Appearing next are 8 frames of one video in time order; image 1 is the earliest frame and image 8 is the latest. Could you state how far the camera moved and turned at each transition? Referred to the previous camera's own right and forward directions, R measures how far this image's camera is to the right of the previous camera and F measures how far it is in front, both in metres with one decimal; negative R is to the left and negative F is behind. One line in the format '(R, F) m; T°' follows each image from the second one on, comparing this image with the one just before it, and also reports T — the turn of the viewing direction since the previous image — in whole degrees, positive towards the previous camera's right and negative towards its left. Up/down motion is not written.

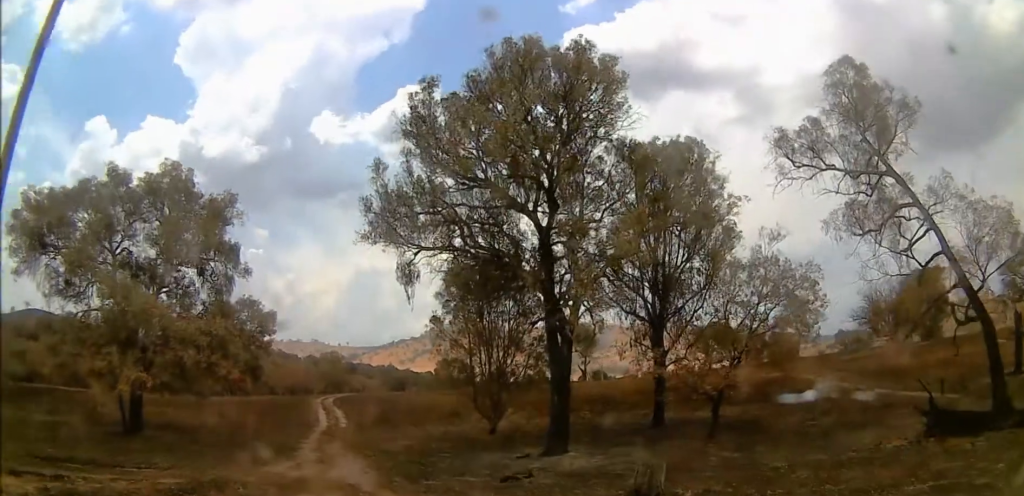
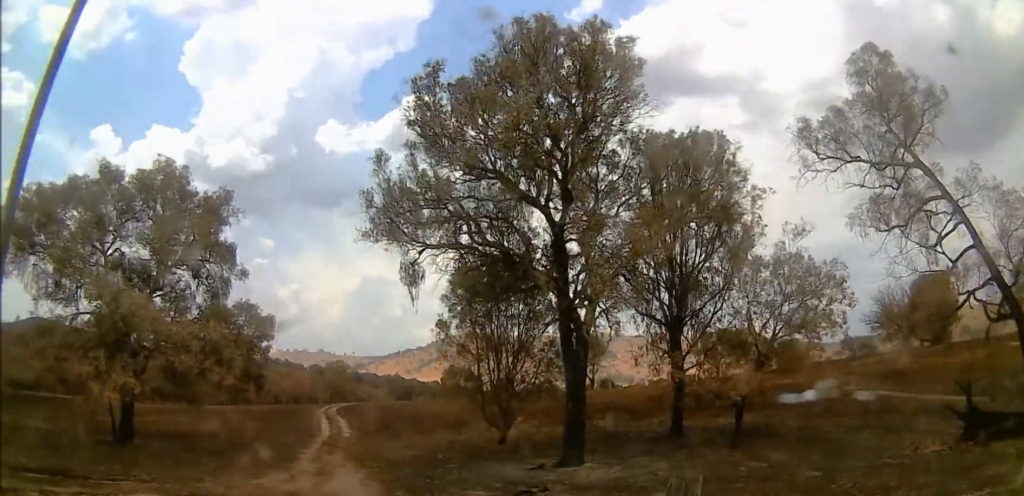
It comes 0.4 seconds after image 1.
(0.0, +2.0) m; 0°
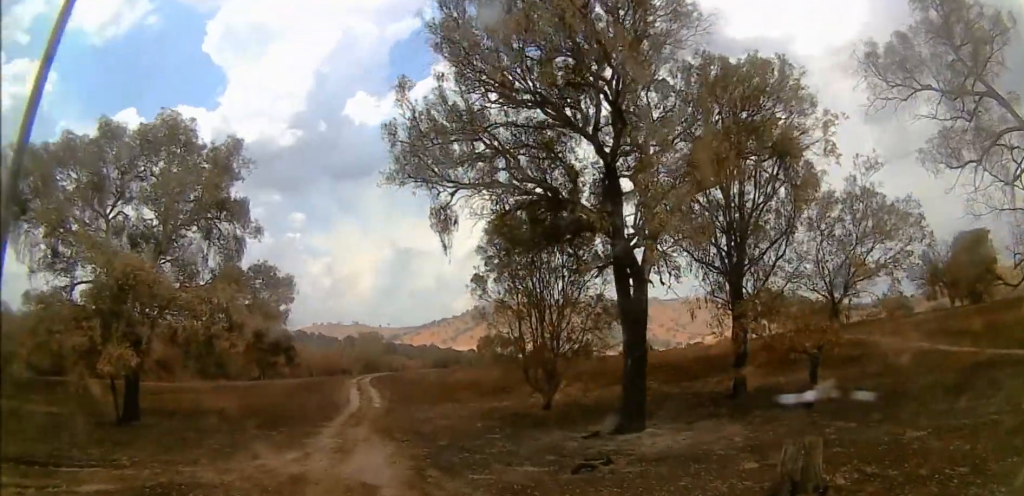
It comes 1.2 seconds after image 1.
(0.0, +3.6) m; 0°
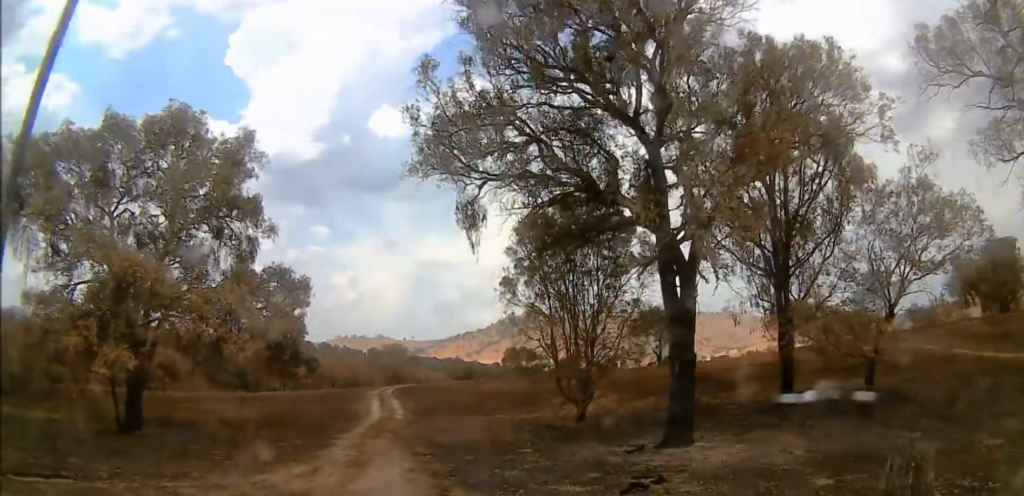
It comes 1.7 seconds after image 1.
(0.0, +2.4) m; 0°
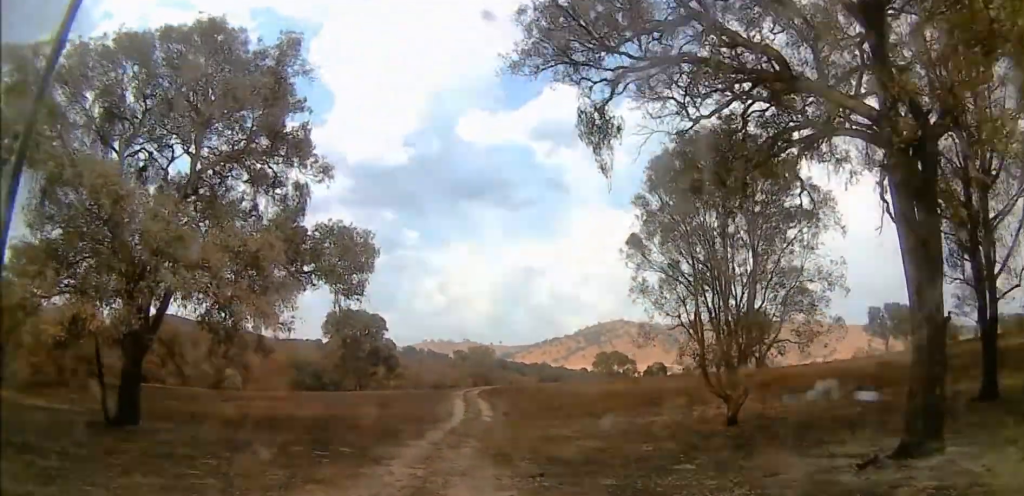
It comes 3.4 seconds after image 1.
(0.0, +8.4) m; -14°
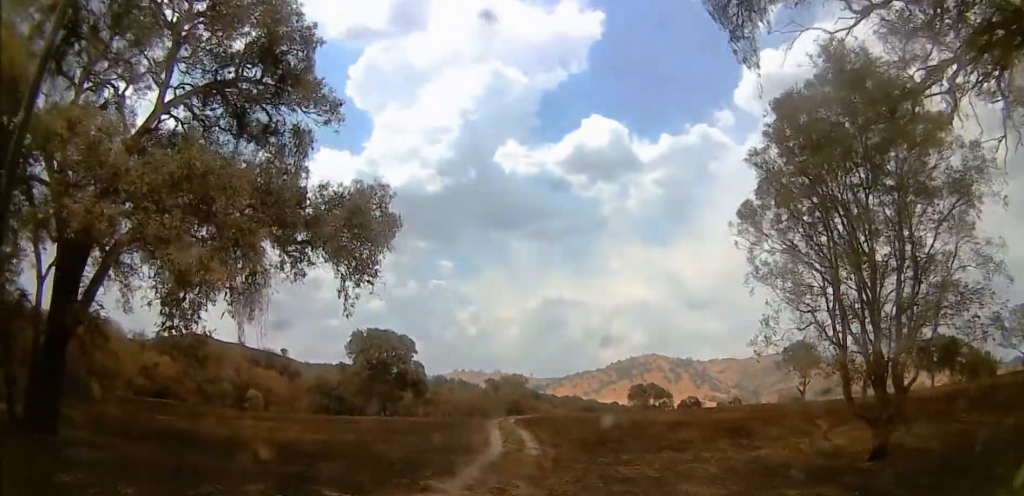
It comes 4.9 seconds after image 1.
(-0.9, +7.0) m; -2°
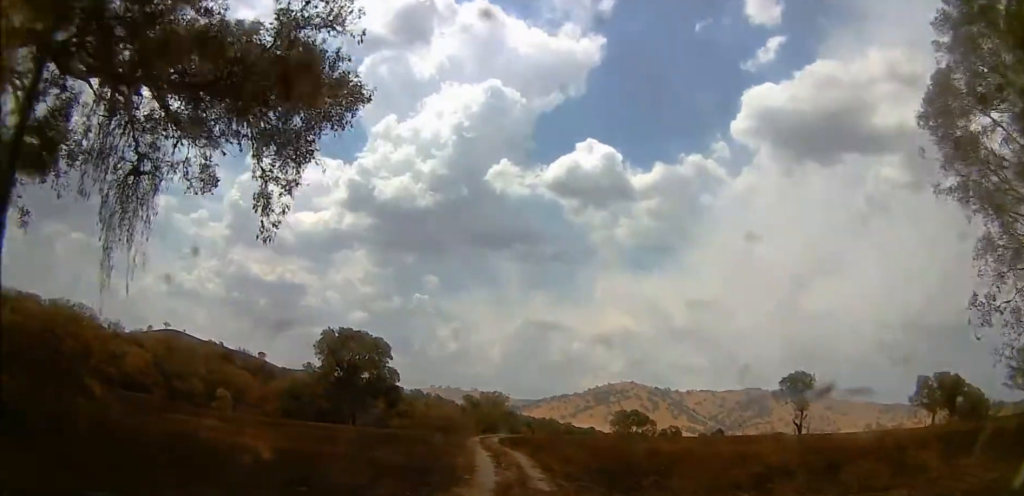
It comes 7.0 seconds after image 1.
(0.0, +9.5) m; +5°
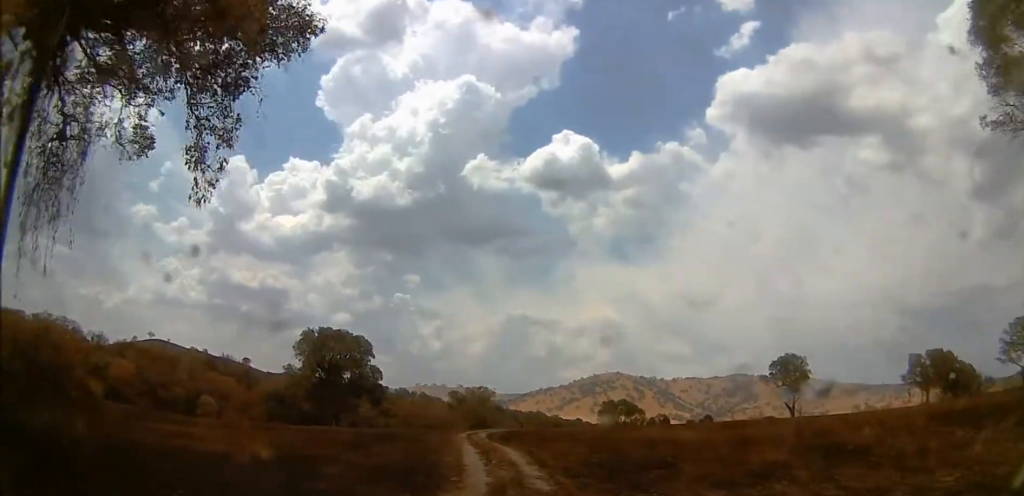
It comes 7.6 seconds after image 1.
(+0.5, +2.8) m; +8°
